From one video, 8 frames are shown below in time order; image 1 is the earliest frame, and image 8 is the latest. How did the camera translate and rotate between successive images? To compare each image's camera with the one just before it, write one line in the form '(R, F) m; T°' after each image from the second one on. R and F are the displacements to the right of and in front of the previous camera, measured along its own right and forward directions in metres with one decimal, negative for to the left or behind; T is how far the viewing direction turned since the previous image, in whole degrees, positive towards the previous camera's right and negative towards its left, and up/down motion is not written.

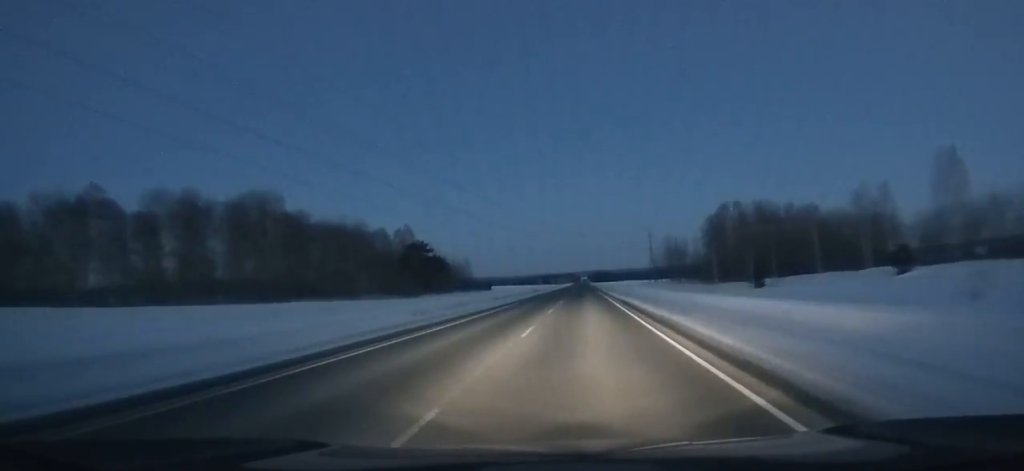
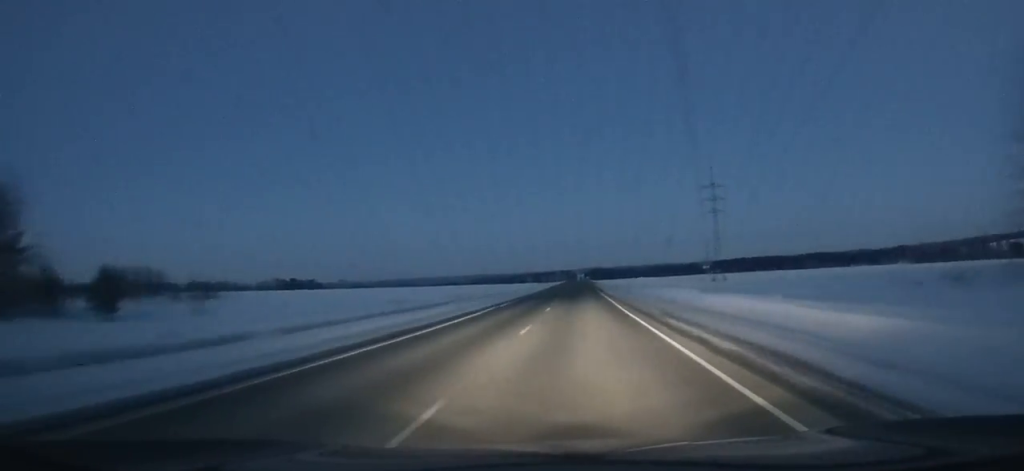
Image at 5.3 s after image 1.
(-0.2, +167.5) m; 0°
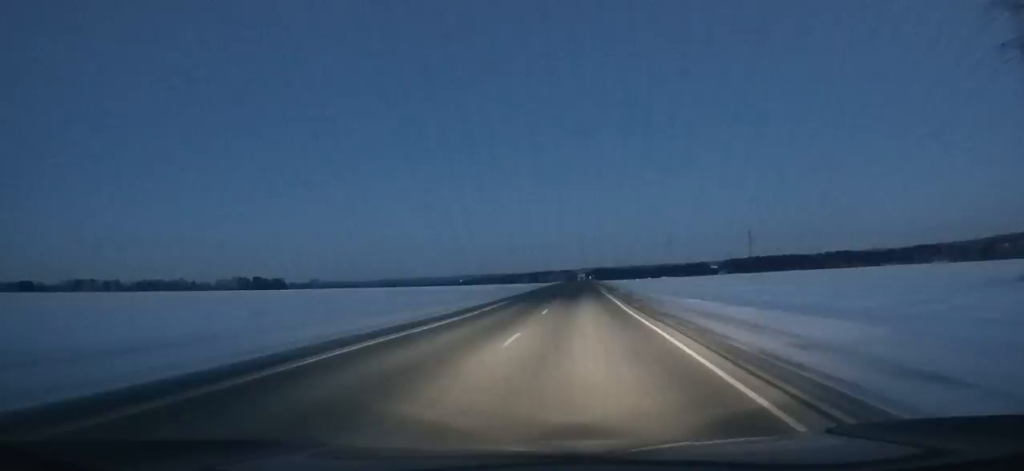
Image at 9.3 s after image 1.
(-0.1, +127.1) m; 0°
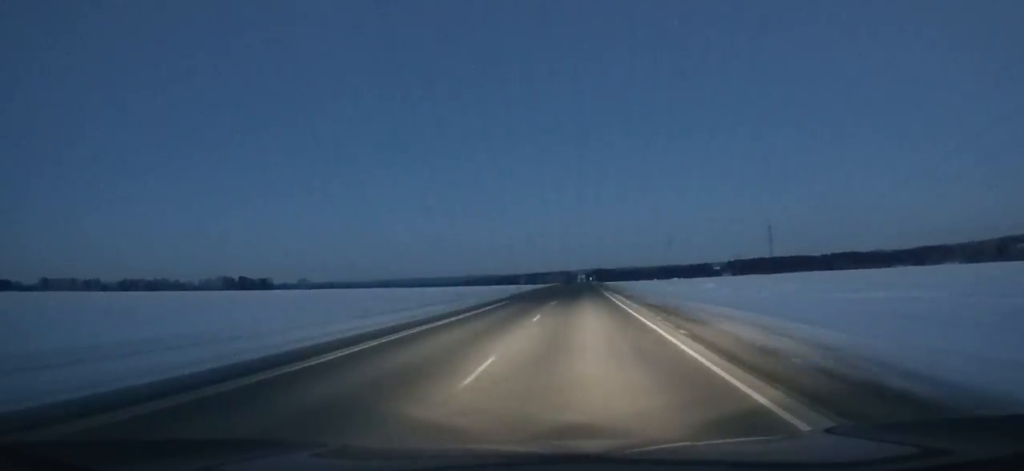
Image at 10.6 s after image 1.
(-0.1, +41.2) m; 0°
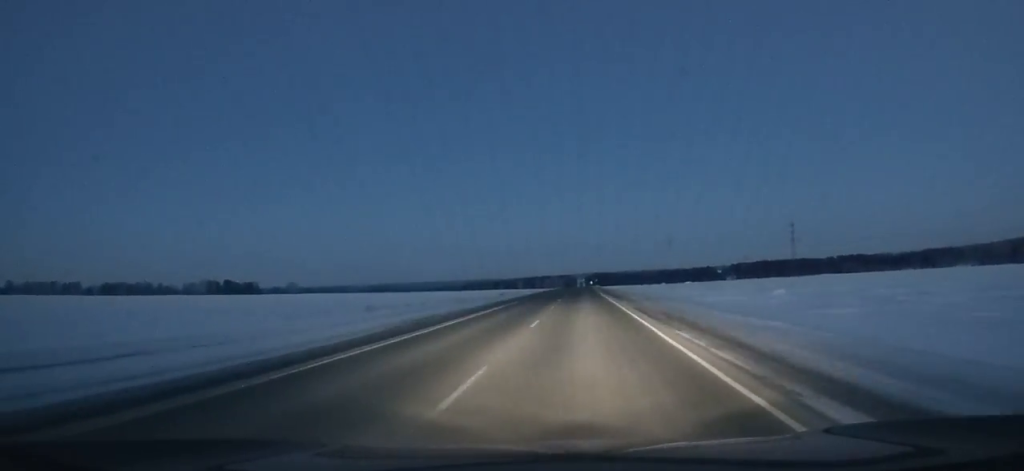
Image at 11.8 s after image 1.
(0.0, +38.0) m; 0°
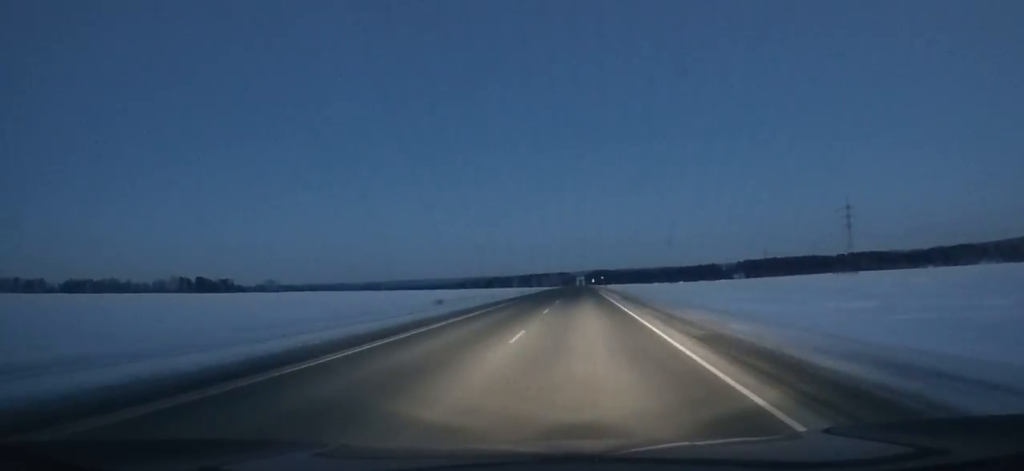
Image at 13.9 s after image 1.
(0.0, +66.3) m; 0°
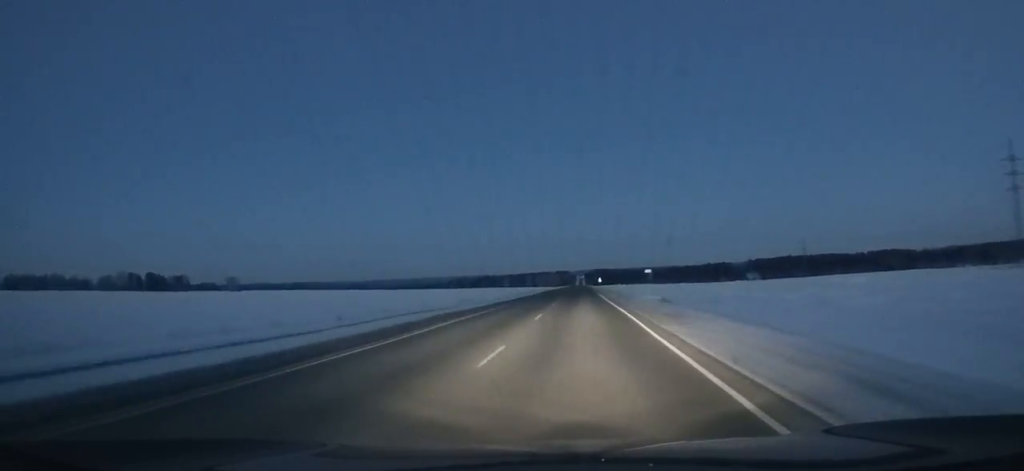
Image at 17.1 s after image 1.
(+0.3, +100.7) m; 0°
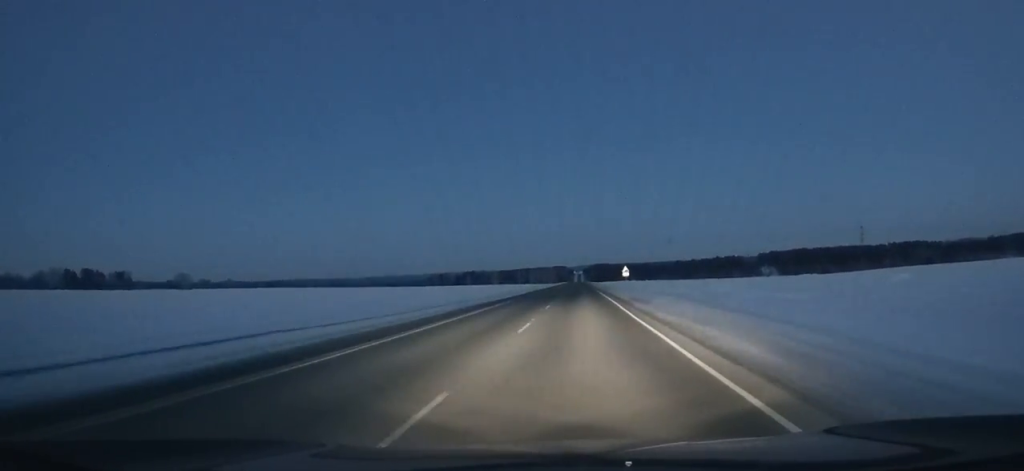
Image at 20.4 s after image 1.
(-0.2, +103.1) m; 0°
